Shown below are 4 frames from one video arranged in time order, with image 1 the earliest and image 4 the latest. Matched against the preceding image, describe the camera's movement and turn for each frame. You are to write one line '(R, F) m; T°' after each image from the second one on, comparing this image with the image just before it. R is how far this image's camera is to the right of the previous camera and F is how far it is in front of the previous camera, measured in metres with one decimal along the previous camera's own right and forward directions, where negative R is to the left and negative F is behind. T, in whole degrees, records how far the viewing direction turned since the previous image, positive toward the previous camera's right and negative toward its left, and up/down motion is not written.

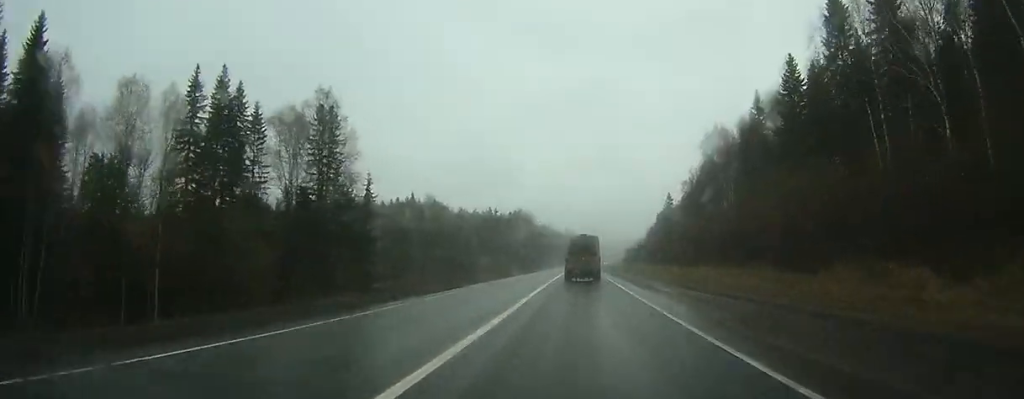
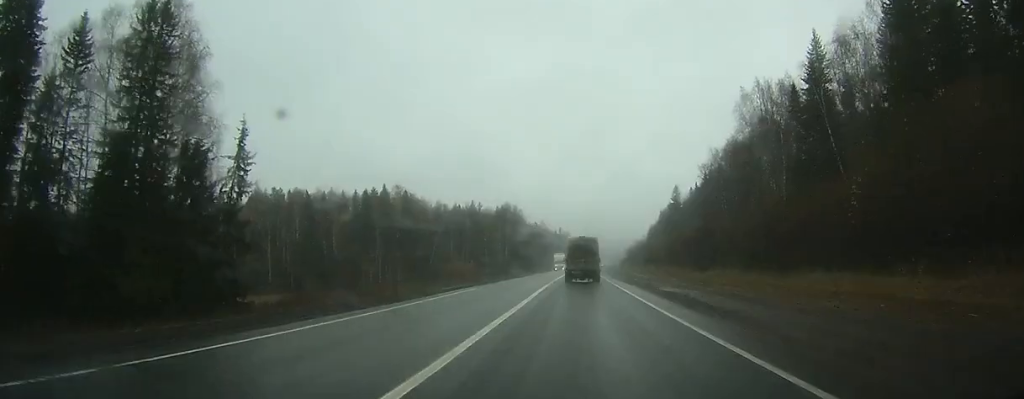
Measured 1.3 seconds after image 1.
(+0.3, +28.7) m; +1°
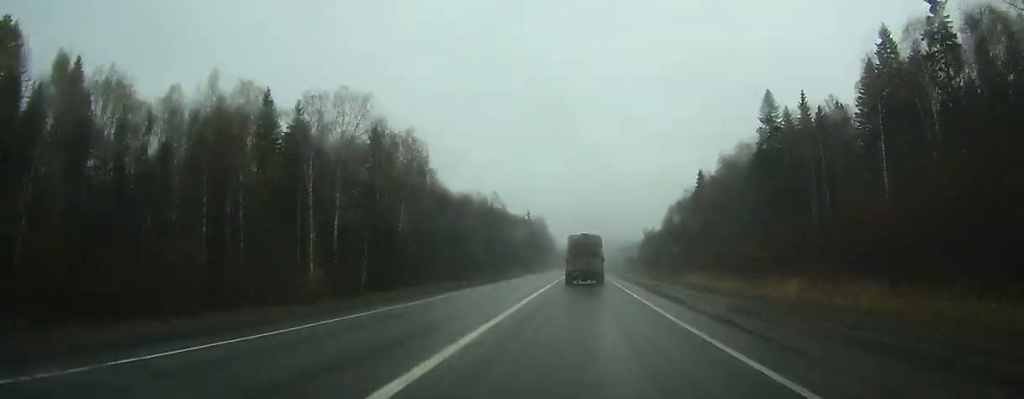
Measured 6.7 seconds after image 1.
(+2.2, +126.1) m; +1°
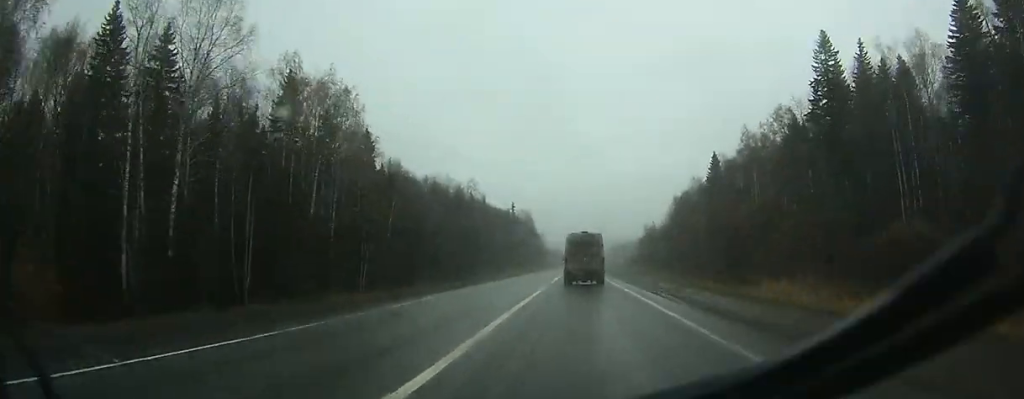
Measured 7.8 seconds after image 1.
(0.0, +26.9) m; 0°
